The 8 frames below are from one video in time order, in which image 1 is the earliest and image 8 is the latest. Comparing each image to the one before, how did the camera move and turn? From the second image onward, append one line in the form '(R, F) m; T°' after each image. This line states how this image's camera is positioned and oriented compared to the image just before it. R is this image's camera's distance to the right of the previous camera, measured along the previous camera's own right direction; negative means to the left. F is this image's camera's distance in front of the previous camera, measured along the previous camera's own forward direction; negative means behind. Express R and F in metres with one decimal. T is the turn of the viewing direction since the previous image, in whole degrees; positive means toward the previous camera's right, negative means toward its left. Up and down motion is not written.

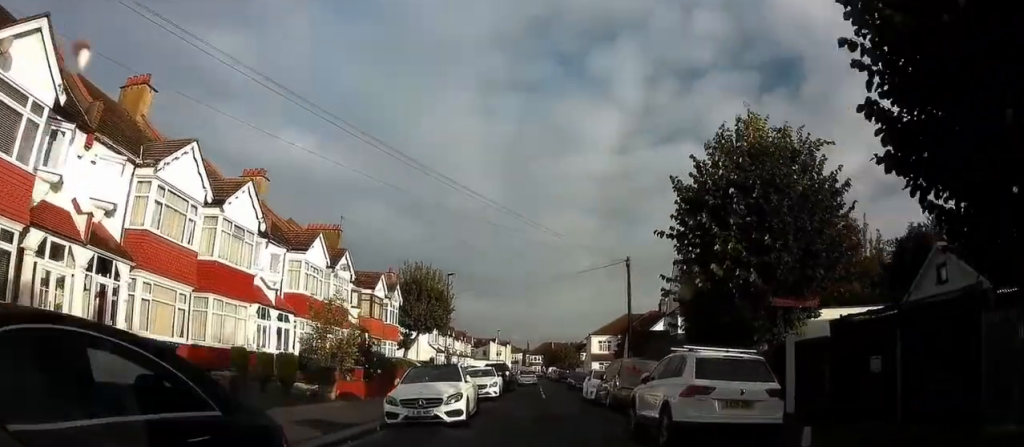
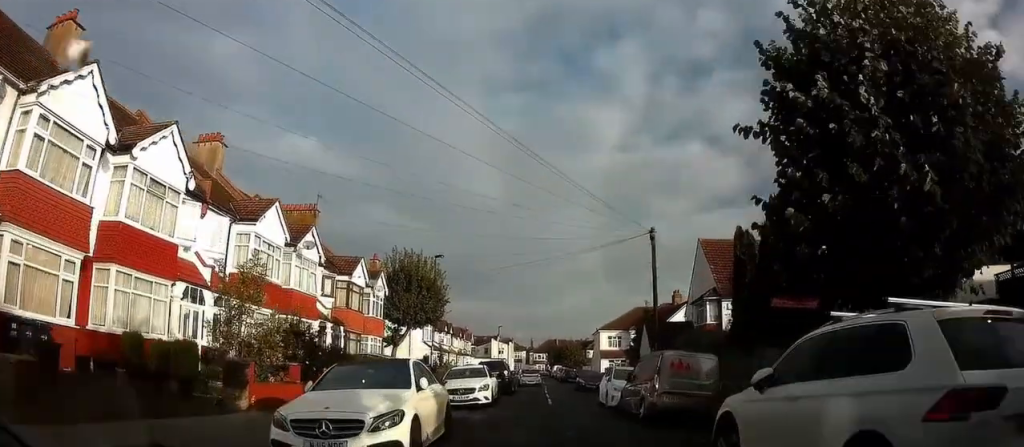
(0.0, +5.5) m; 0°
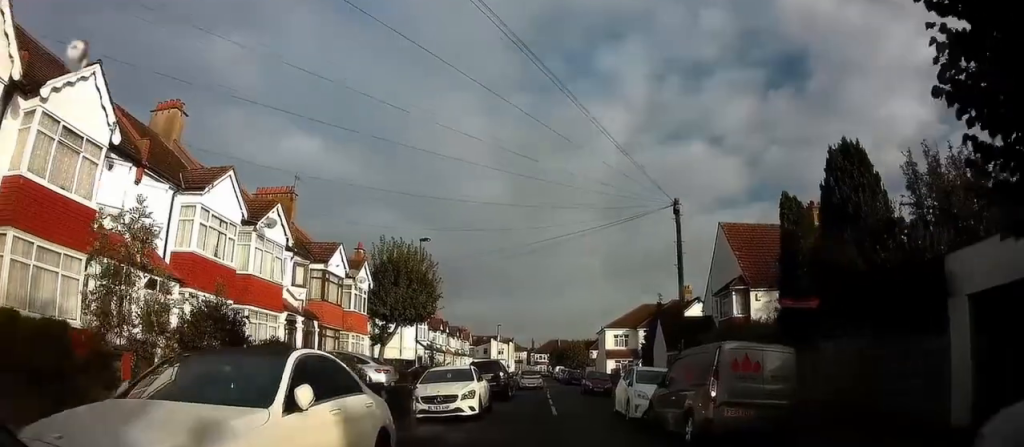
(0.0, +4.4) m; 0°
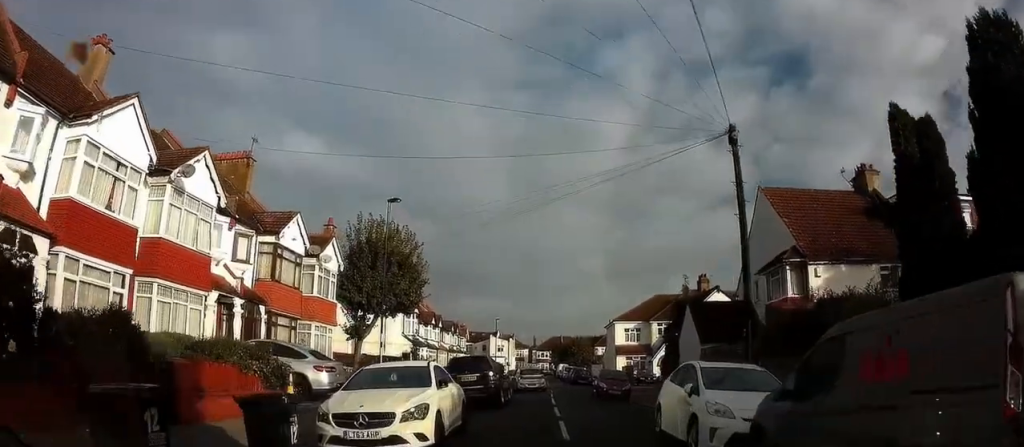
(0.0, +6.3) m; 0°
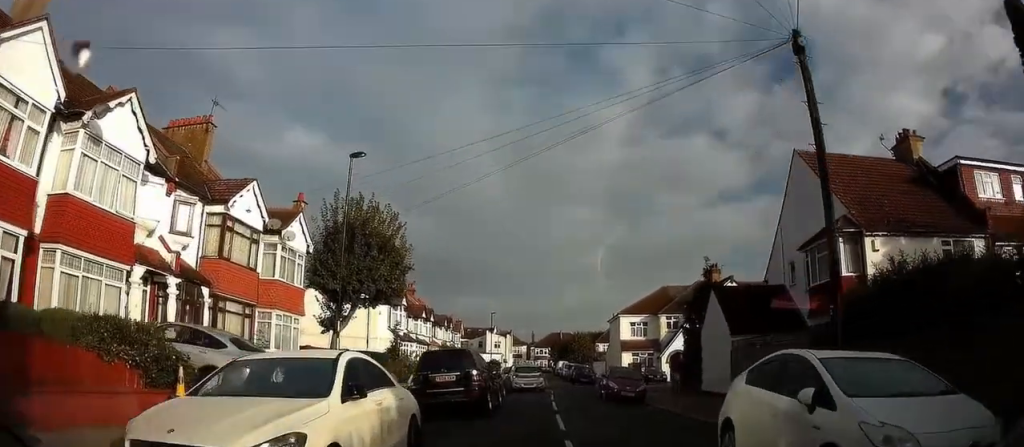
(0.0, +4.6) m; +1°
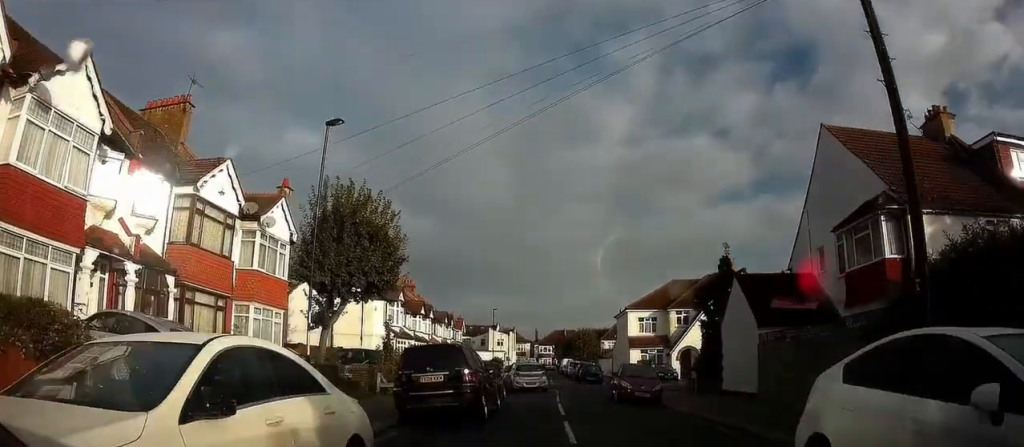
(0.0, +2.7) m; +1°
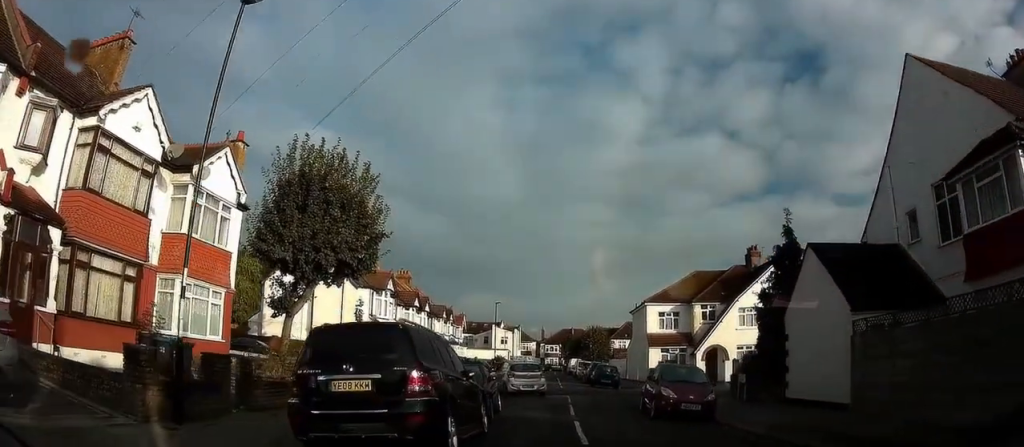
(+0.1, +6.1) m; +1°
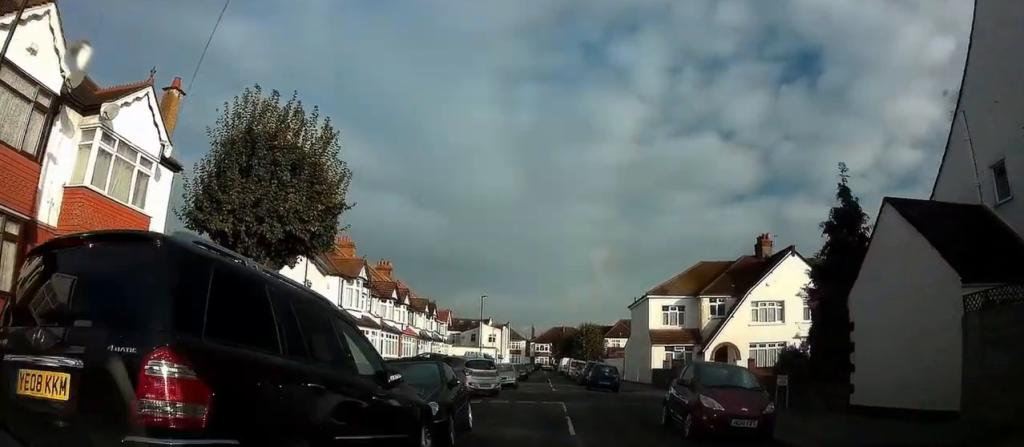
(-0.1, +4.7) m; -2°
